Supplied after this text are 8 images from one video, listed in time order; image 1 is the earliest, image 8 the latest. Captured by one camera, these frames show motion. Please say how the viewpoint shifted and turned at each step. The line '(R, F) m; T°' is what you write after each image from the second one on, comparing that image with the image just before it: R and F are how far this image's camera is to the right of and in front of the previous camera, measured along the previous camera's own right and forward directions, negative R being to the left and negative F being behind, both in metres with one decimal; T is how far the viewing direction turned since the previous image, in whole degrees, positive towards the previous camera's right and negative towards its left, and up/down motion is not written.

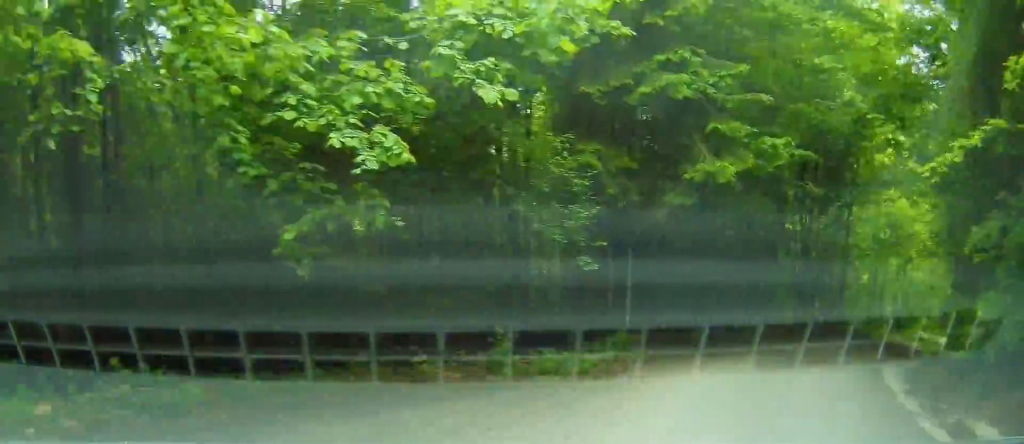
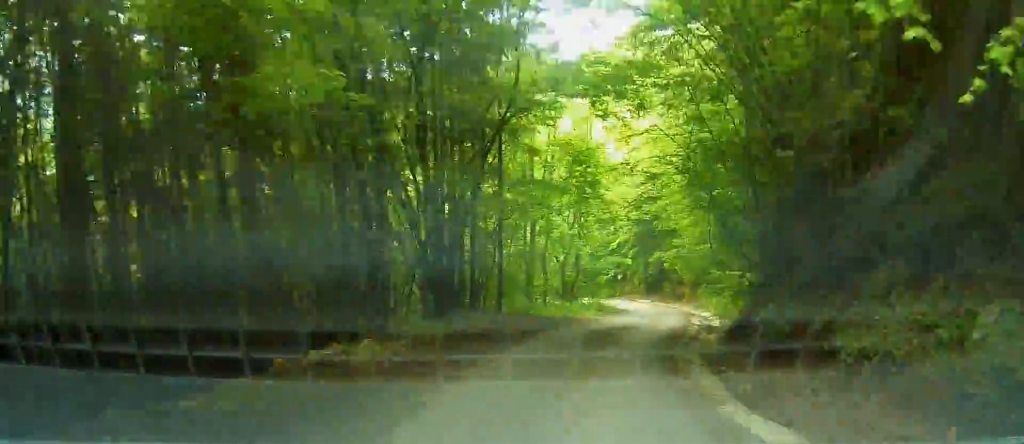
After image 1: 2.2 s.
(+4.7, +10.1) m; +21°
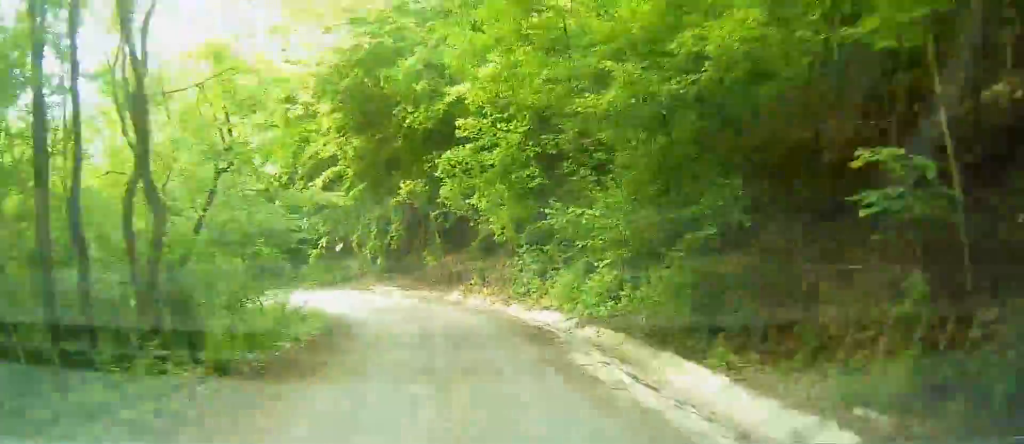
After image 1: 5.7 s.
(+4.9, +17.8) m; -1°
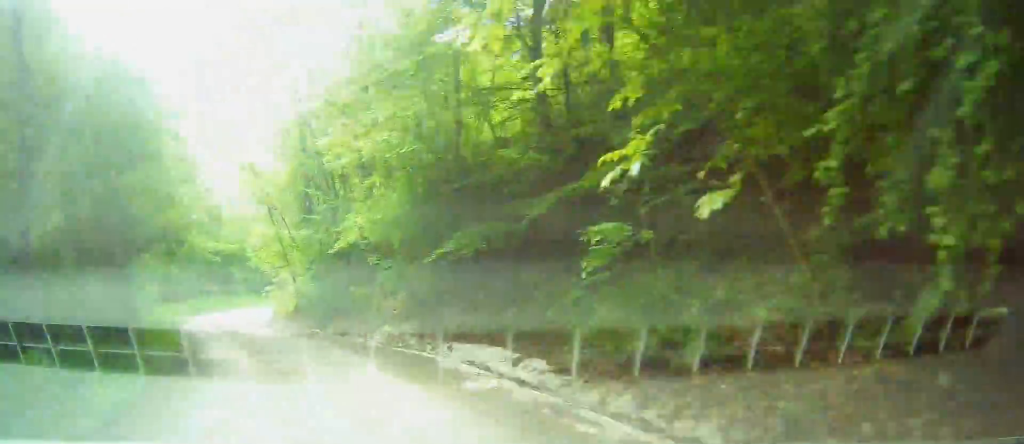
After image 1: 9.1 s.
(-2.5, +15.8) m; -22°
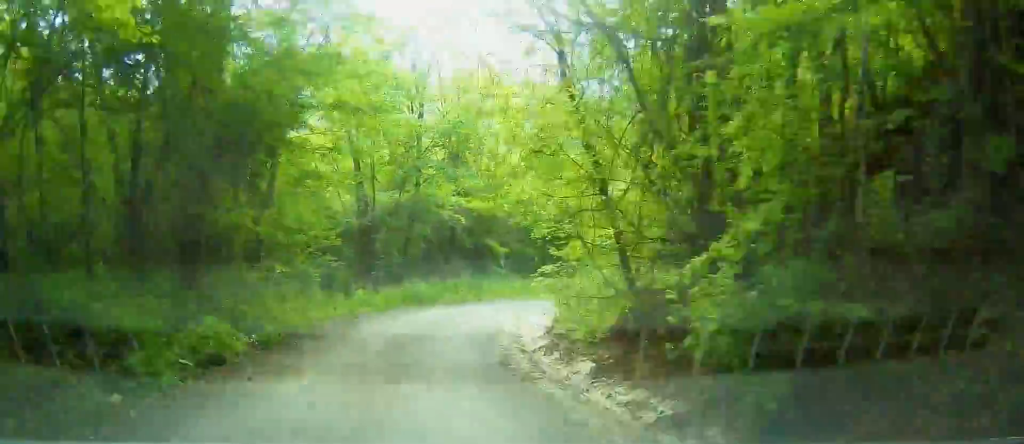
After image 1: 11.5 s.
(-5.3, +12.8) m; -15°
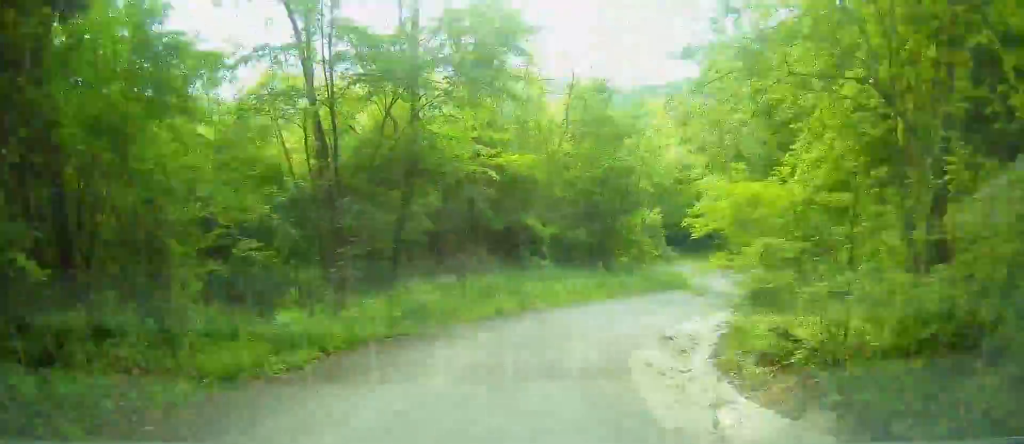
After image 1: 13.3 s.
(+1.0, +11.0) m; +2°
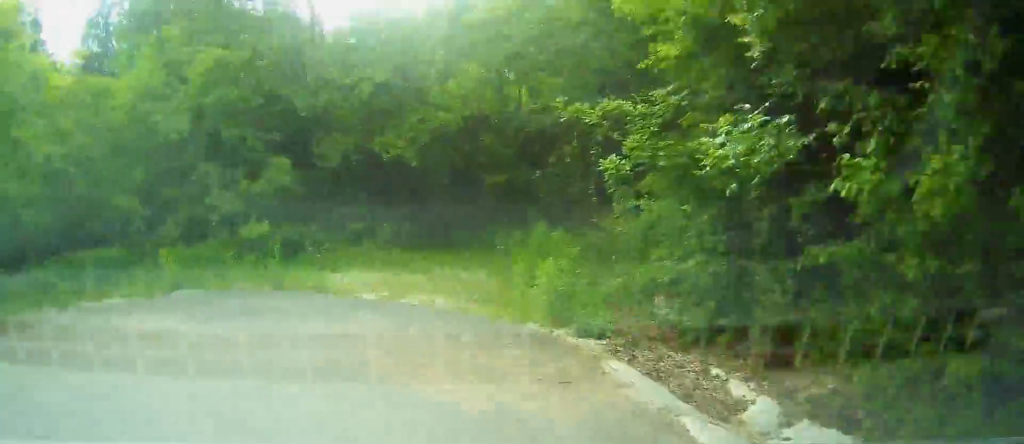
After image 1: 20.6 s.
(-2.4, +37.6) m; -60°
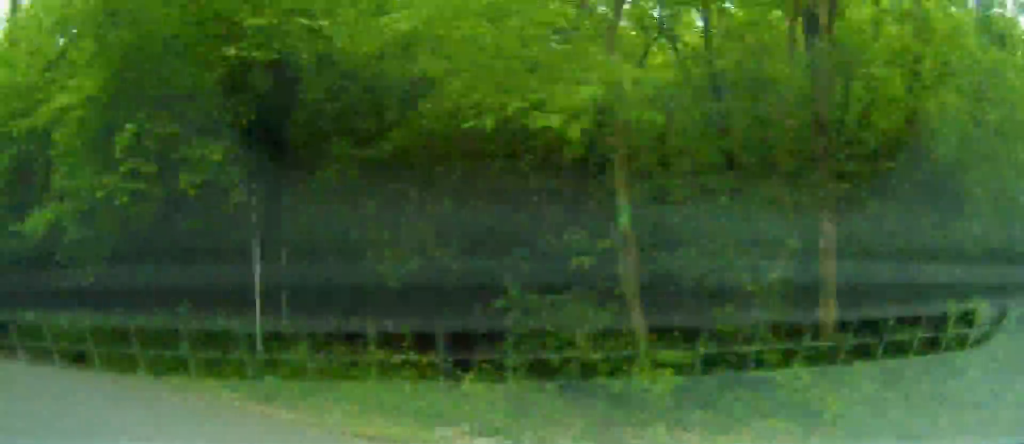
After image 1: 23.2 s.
(-7.6, +9.5) m; -53°
